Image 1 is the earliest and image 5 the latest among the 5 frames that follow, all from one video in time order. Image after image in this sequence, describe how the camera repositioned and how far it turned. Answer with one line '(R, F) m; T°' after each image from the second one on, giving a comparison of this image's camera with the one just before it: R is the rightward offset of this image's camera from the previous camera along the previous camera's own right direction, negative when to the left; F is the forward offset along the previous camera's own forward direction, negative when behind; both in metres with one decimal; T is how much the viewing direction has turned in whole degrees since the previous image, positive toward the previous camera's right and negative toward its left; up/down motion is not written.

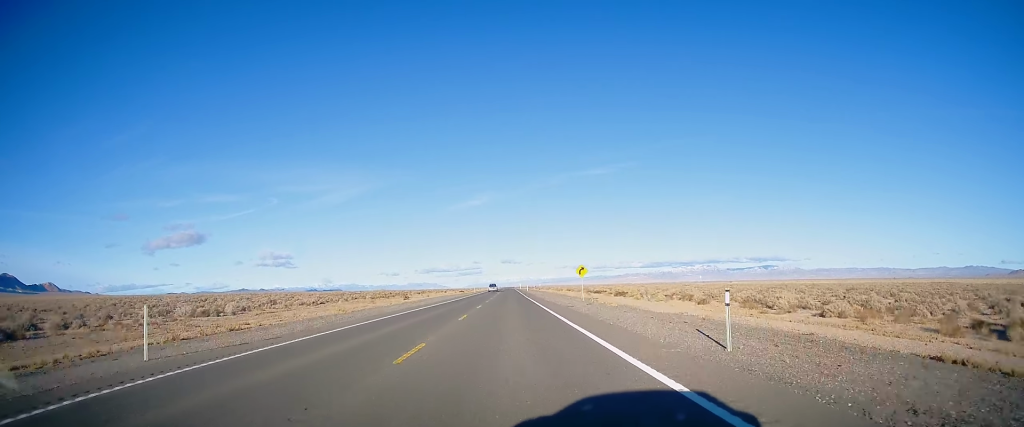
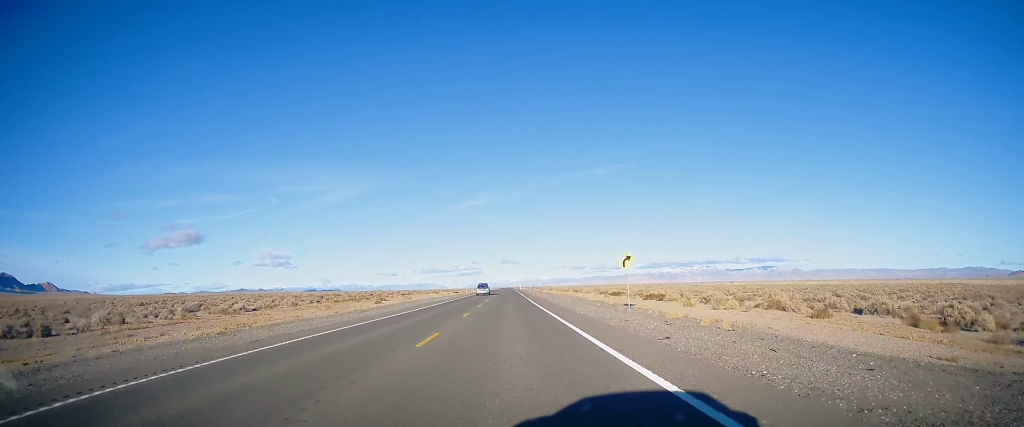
(0.0, +21.4) m; 0°
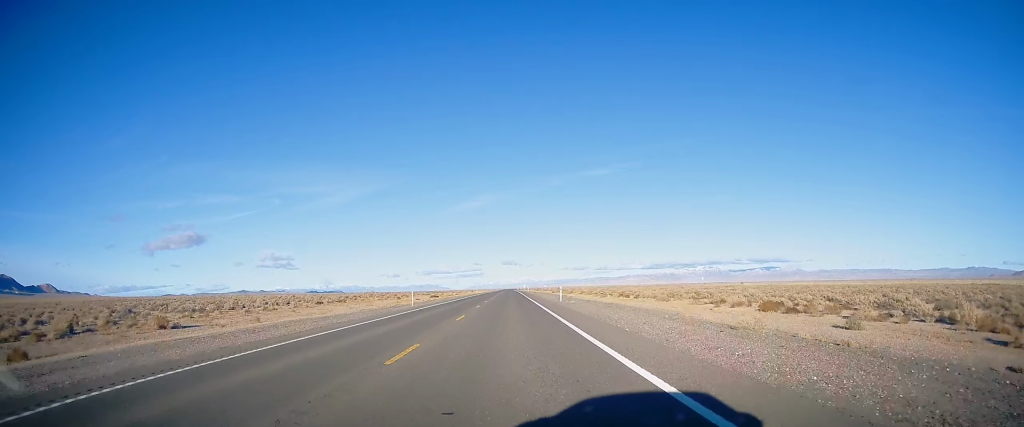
(0.0, +63.0) m; 0°
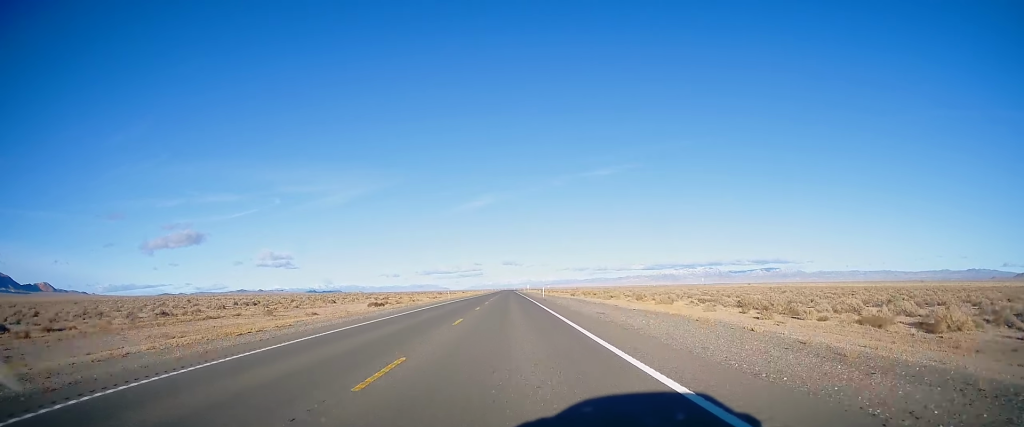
(-0.1, +62.9) m; 0°
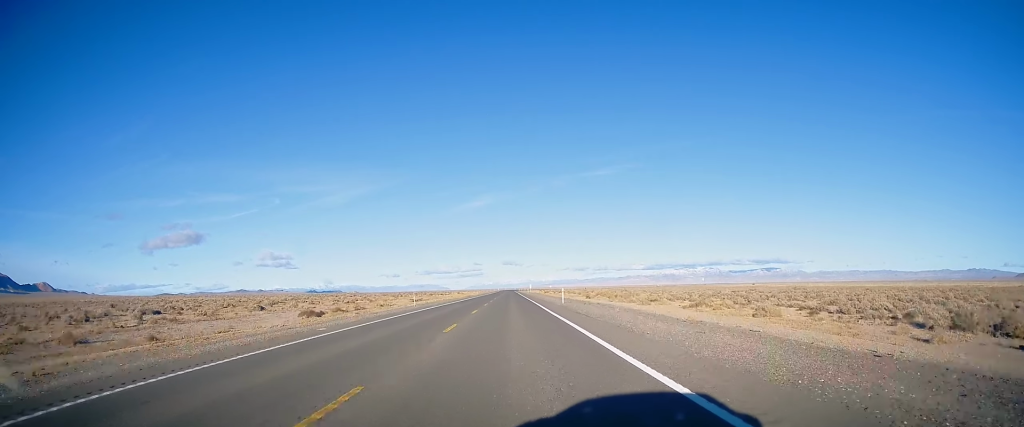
(0.0, +27.2) m; 0°
